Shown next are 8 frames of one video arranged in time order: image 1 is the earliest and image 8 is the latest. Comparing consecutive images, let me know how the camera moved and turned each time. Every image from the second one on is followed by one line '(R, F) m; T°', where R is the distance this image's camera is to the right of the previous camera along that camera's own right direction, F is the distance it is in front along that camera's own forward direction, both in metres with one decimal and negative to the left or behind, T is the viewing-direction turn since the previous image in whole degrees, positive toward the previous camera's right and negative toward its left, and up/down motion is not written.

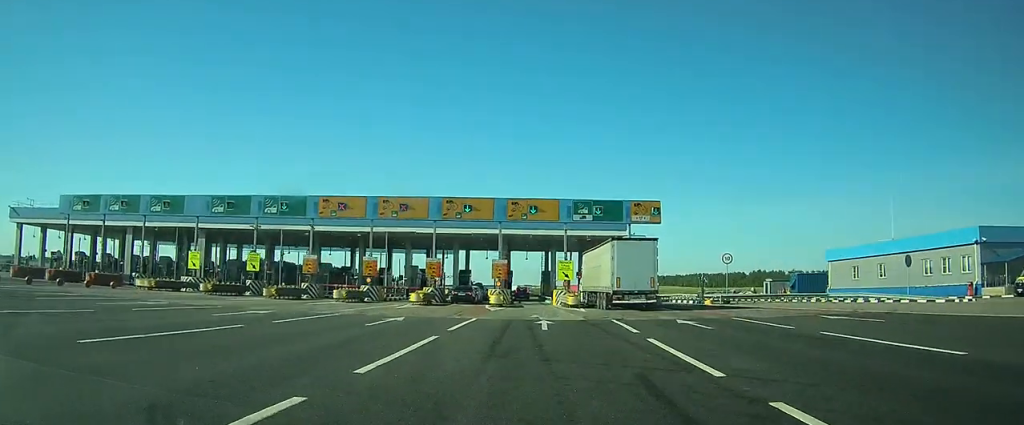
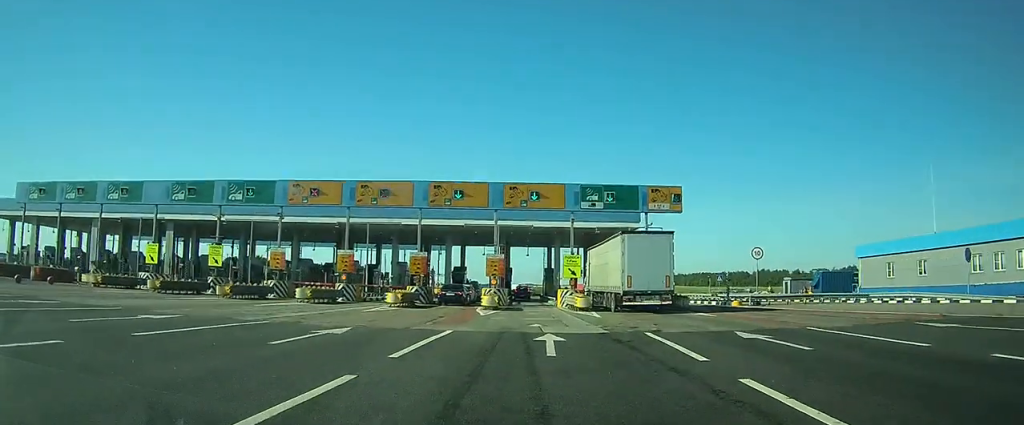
(0.0, +6.8) m; 0°
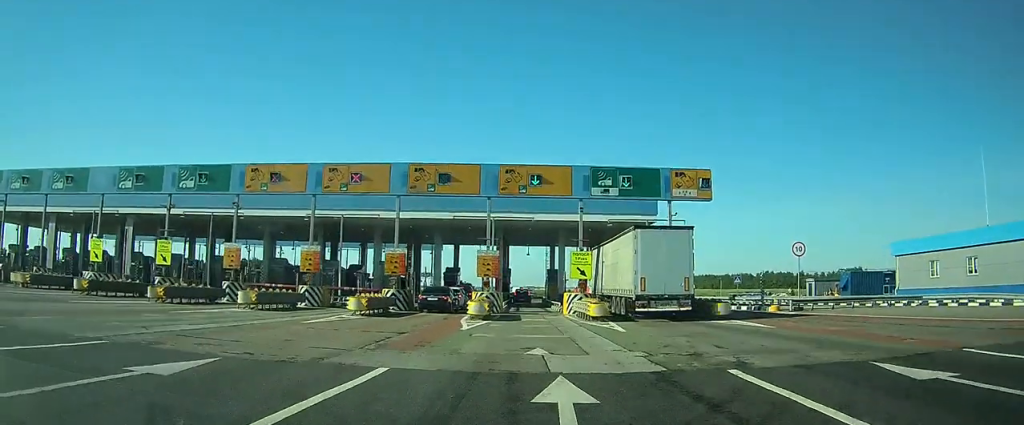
(0.0, +7.3) m; 0°
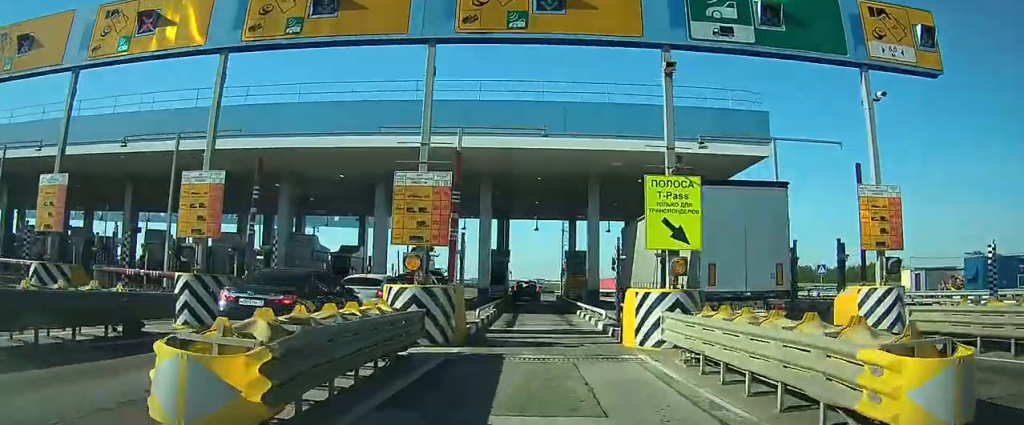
(-0.3, +23.2) m; -1°
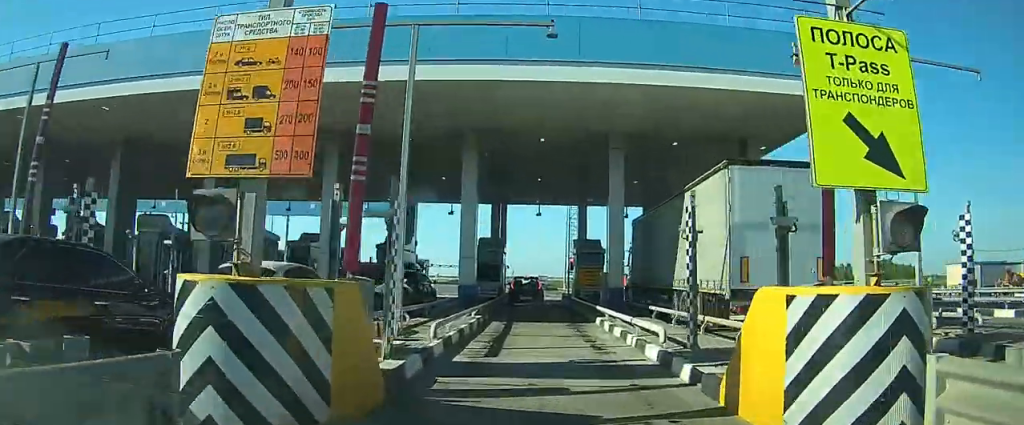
(0.0, +8.8) m; -1°
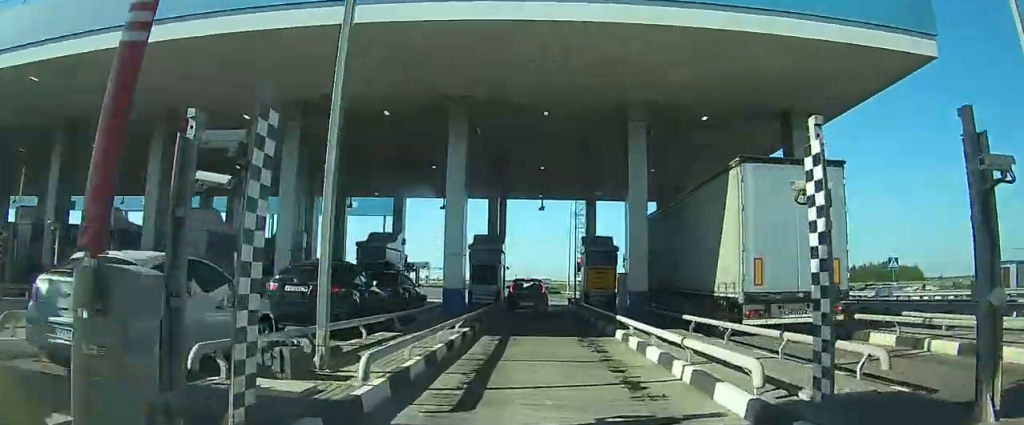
(0.0, +5.1) m; -1°
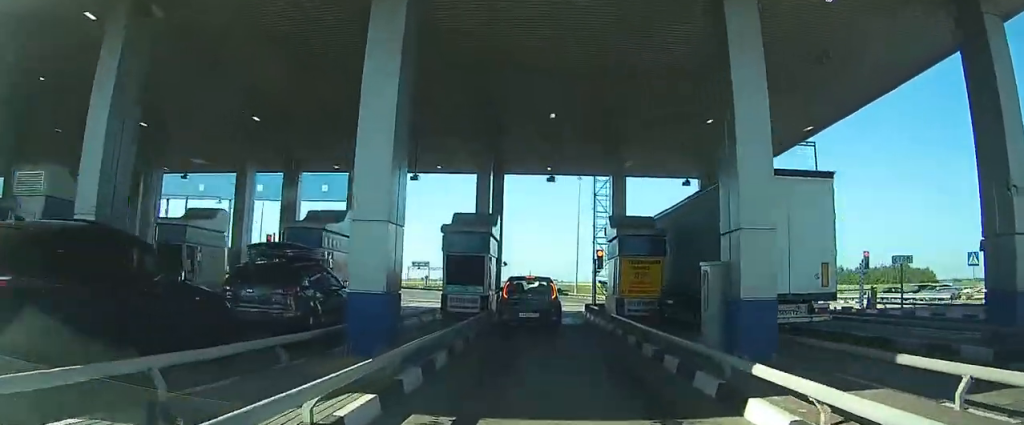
(-0.2, +11.7) m; -1°
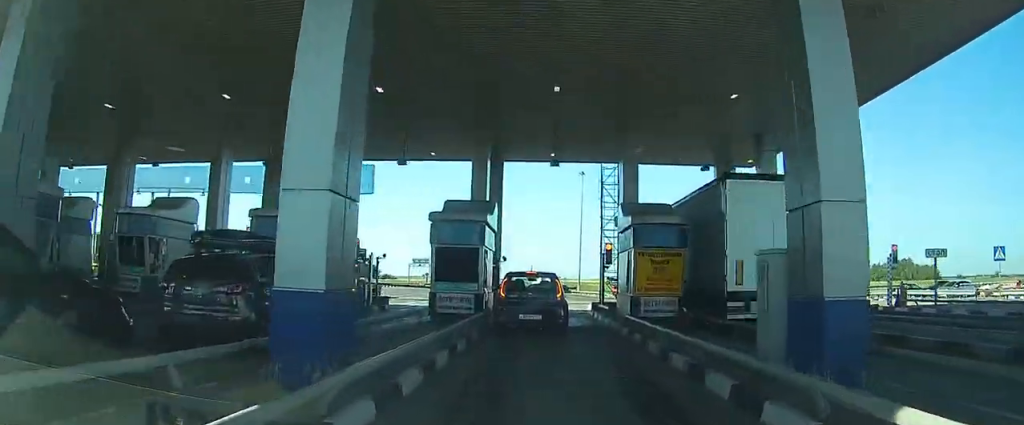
(0.0, +3.3) m; 0°
